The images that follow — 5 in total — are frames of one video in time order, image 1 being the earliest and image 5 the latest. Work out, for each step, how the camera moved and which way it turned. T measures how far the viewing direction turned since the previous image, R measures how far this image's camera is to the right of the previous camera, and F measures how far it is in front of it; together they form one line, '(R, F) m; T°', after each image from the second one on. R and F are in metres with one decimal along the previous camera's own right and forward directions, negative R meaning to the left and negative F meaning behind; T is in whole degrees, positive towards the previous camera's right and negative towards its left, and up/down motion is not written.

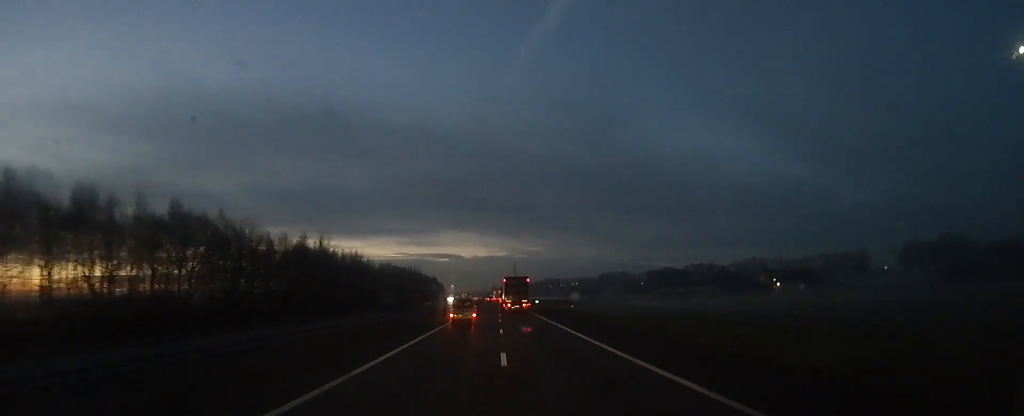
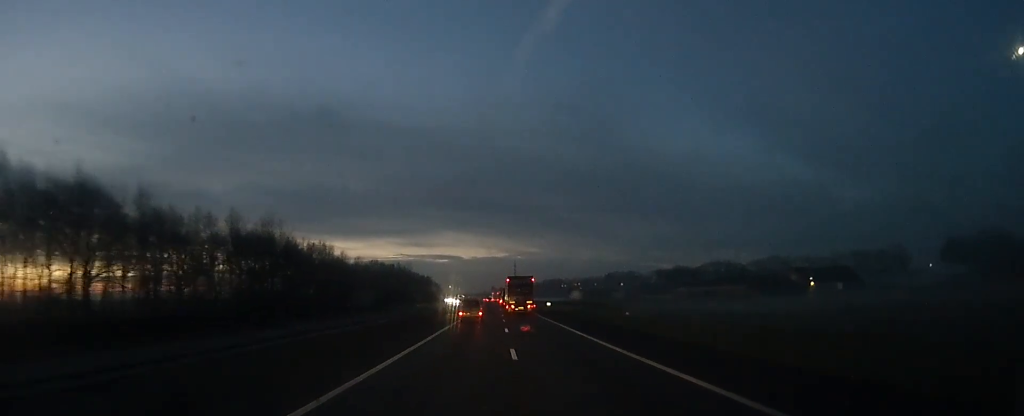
(-0.1, +22.4) m; 0°
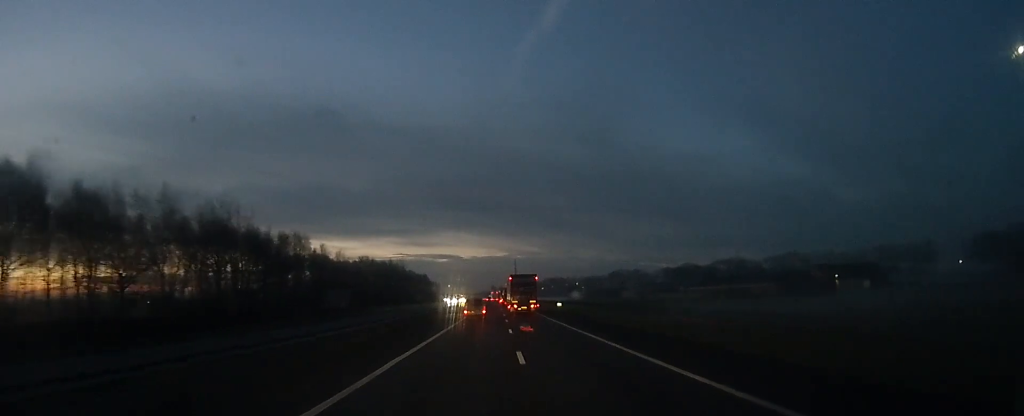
(-0.2, +13.1) m; 0°
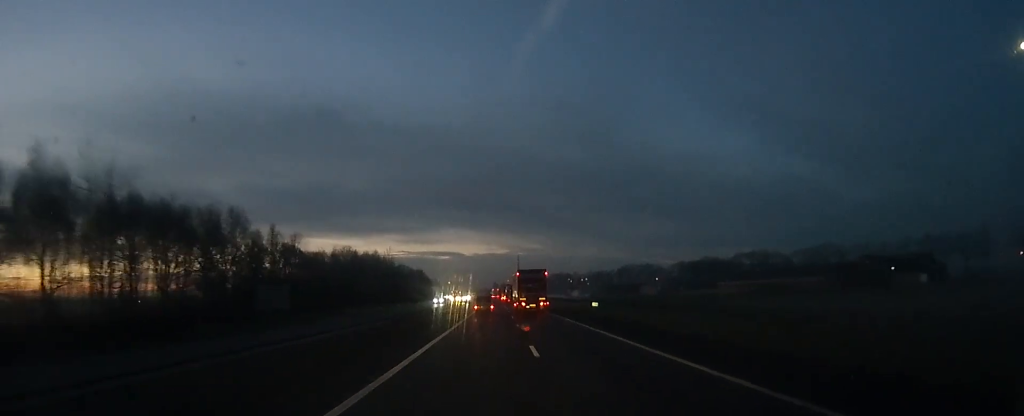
(+0.4, +23.2) m; 0°
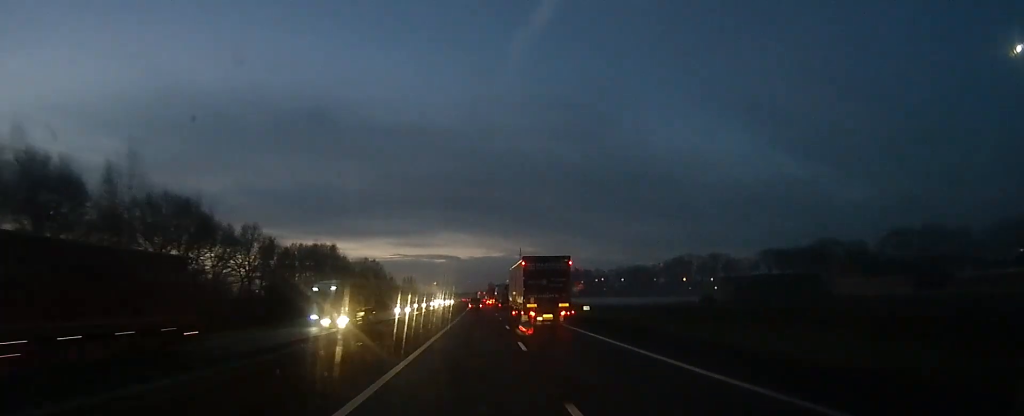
(+0.4, +104.9) m; 0°
